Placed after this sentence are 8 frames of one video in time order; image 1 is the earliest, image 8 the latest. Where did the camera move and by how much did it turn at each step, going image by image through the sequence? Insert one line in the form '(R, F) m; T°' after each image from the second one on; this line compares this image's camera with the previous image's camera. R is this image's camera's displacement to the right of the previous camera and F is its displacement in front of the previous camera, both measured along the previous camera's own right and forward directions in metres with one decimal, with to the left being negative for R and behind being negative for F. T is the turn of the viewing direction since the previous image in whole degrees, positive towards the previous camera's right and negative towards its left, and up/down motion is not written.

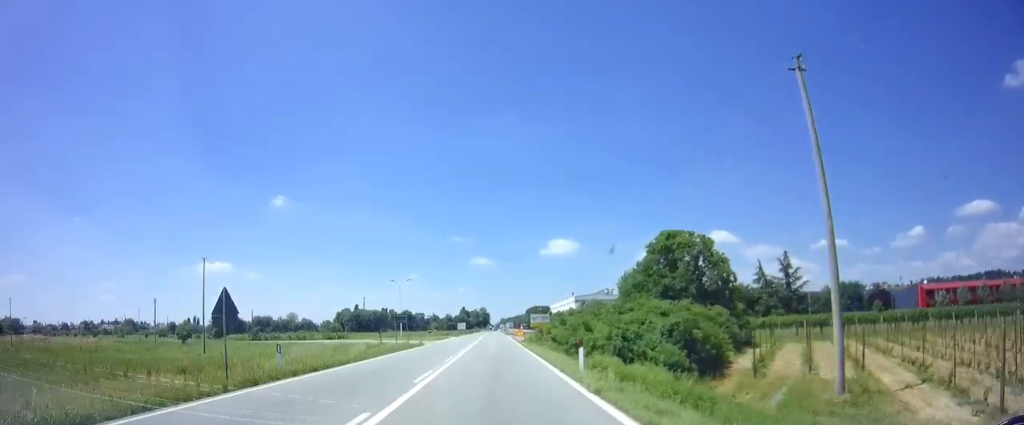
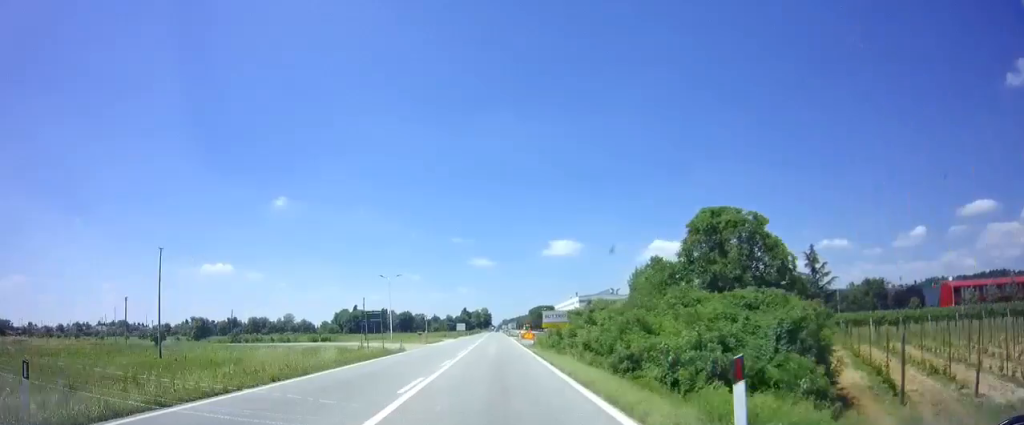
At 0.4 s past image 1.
(0.0, +9.4) m; 0°
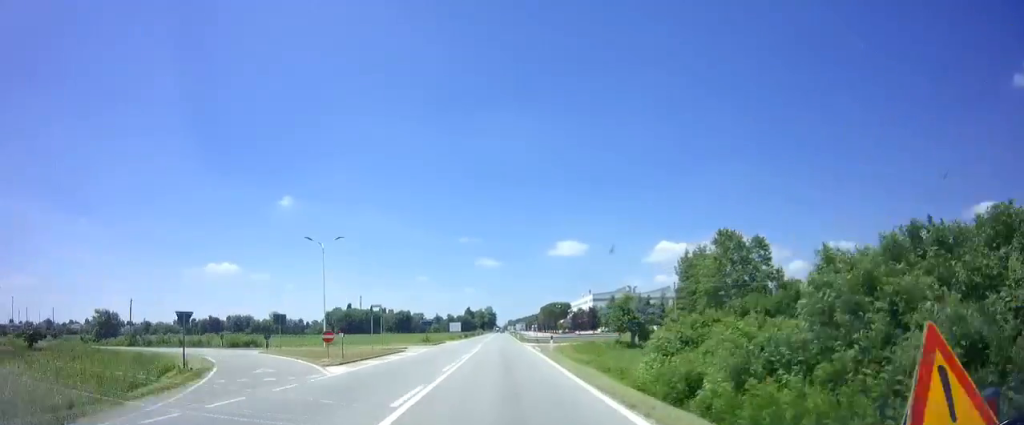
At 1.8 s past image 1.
(0.0, +32.0) m; -1°
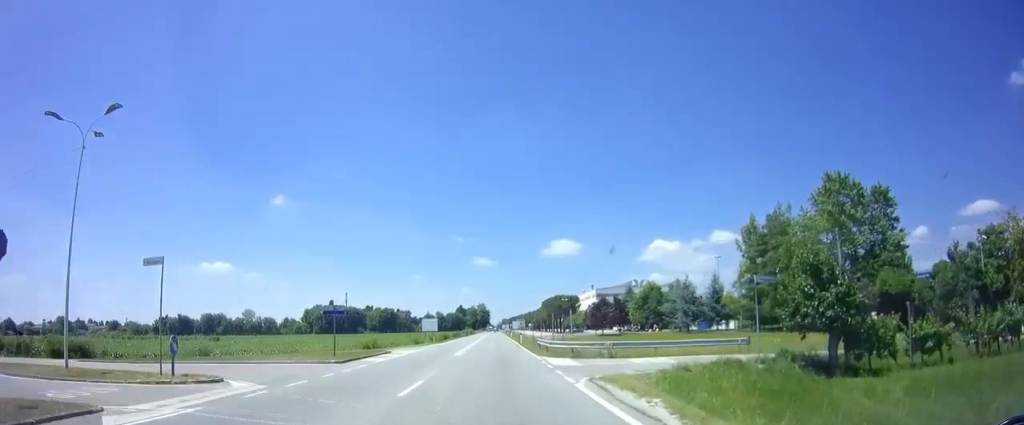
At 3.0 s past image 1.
(-0.3, +28.8) m; 0°
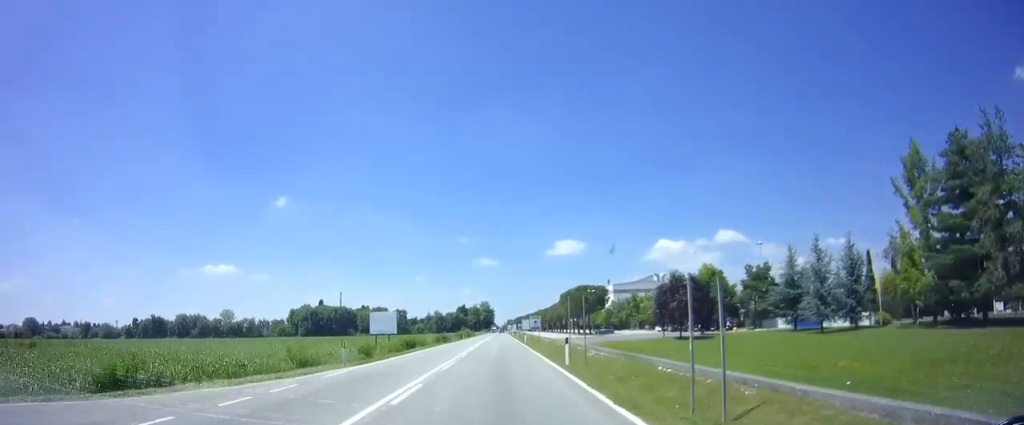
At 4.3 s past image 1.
(+0.5, +31.1) m; +1°
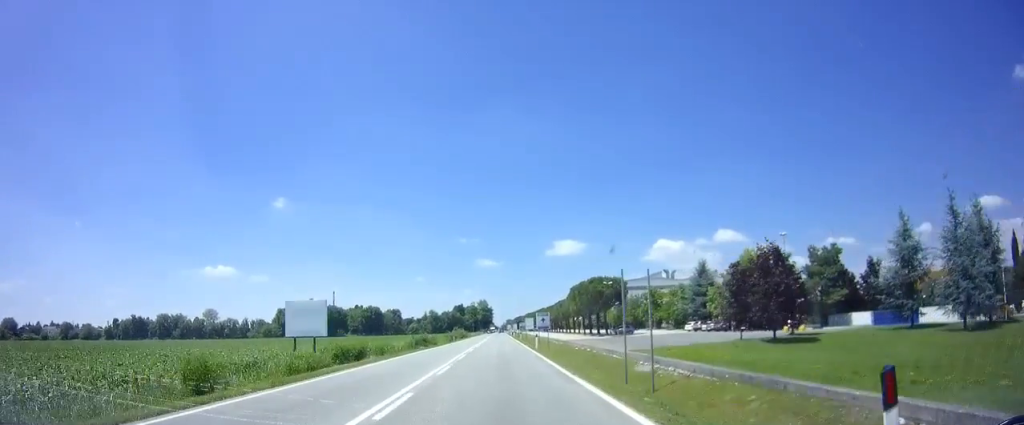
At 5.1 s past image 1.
(+0.1, +17.0) m; 0°
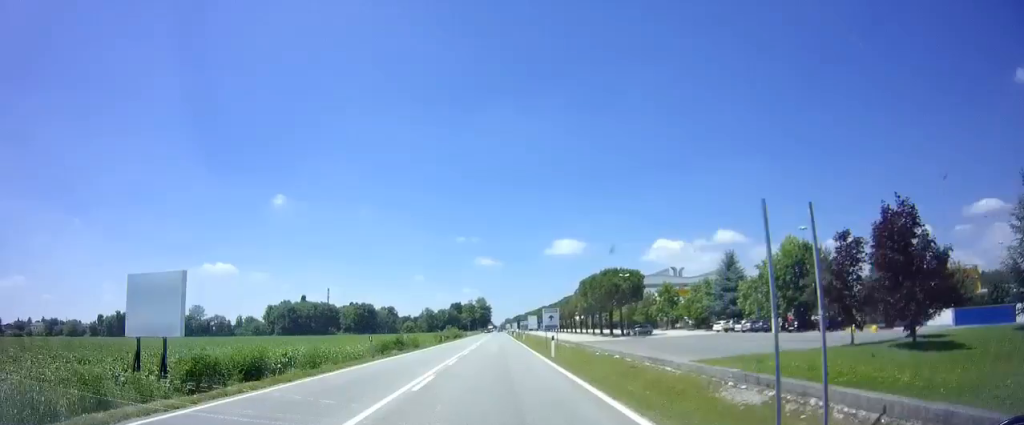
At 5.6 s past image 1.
(-0.2, +11.5) m; 0°
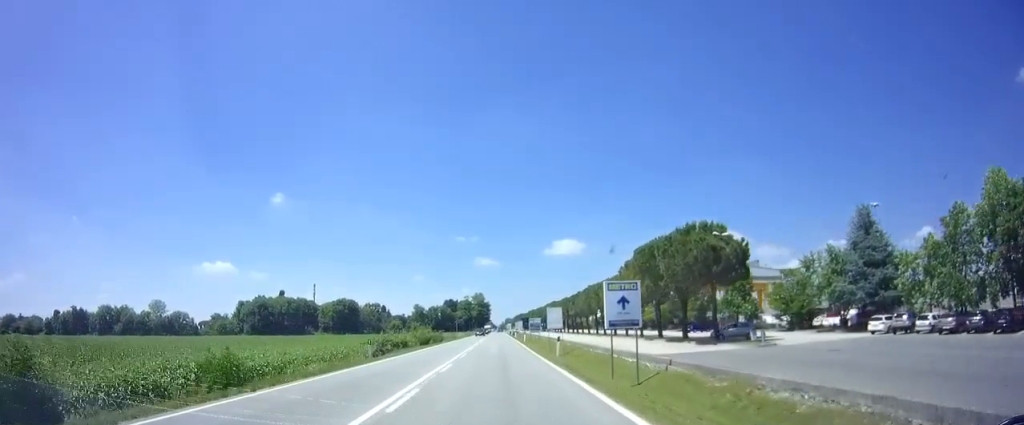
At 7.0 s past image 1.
(+0.1, +32.4) m; 0°
